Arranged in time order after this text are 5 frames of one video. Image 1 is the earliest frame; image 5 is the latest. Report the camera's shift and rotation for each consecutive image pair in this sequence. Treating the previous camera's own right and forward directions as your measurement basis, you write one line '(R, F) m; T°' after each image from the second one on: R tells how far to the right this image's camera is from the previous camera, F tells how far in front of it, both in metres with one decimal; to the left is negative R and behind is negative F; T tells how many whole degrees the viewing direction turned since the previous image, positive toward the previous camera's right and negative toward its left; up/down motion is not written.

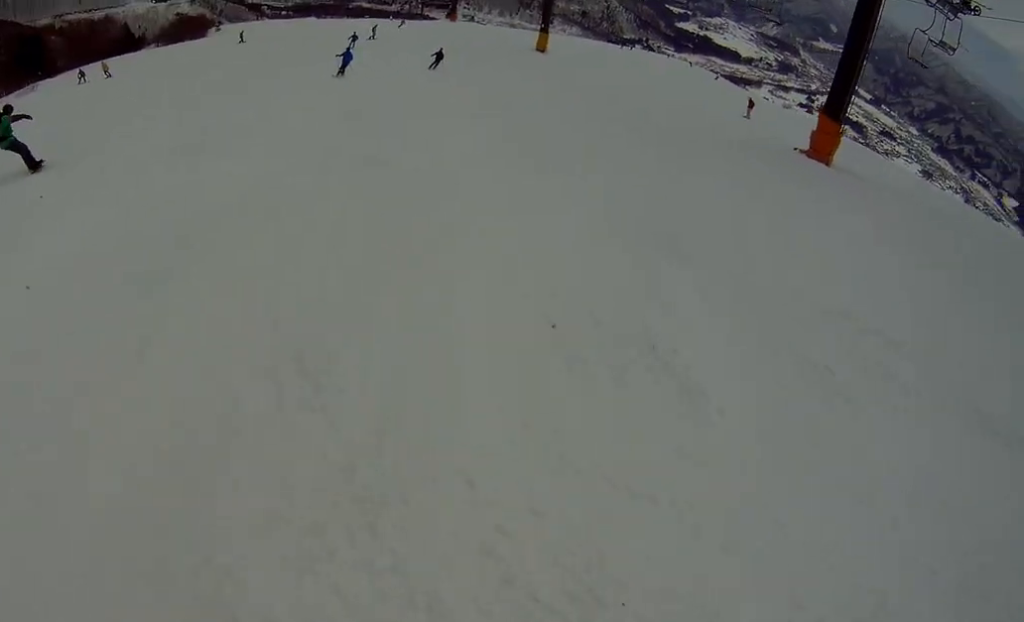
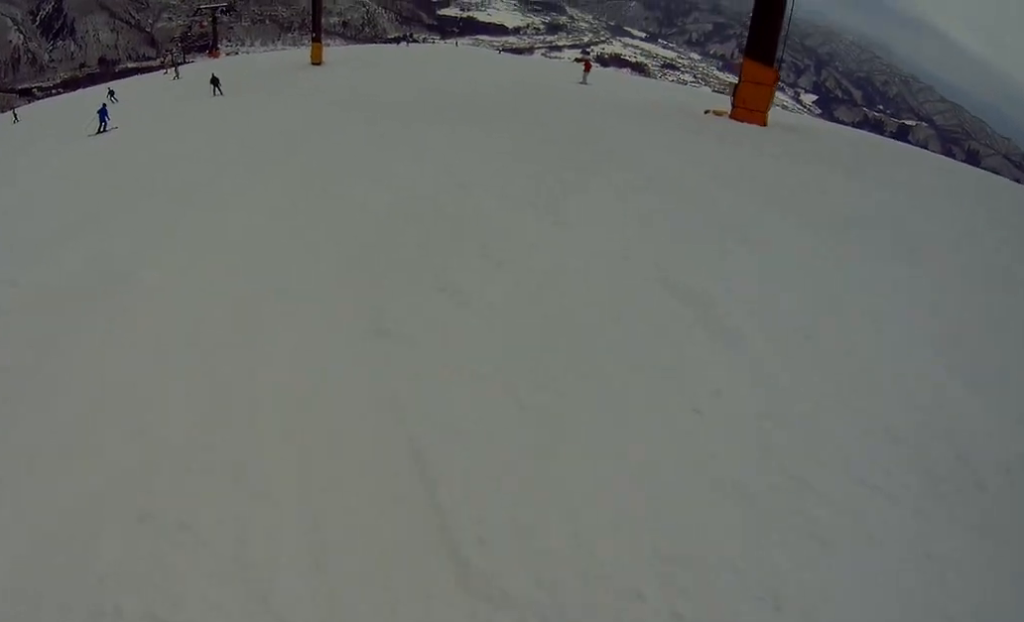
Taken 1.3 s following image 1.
(-0.3, +9.4) m; -9°
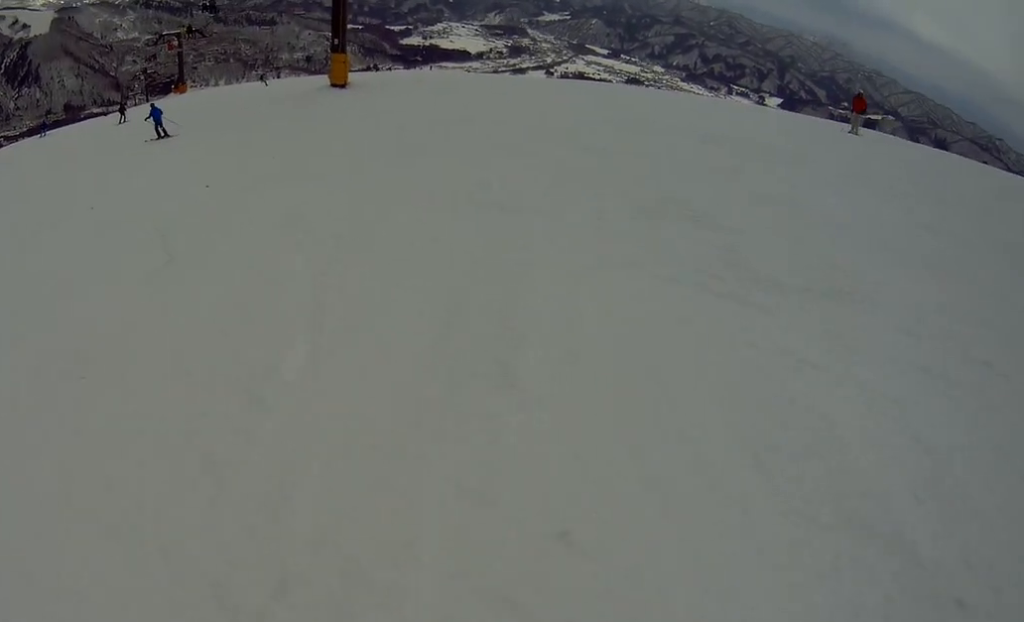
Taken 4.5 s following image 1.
(+1.0, +23.8) m; 0°
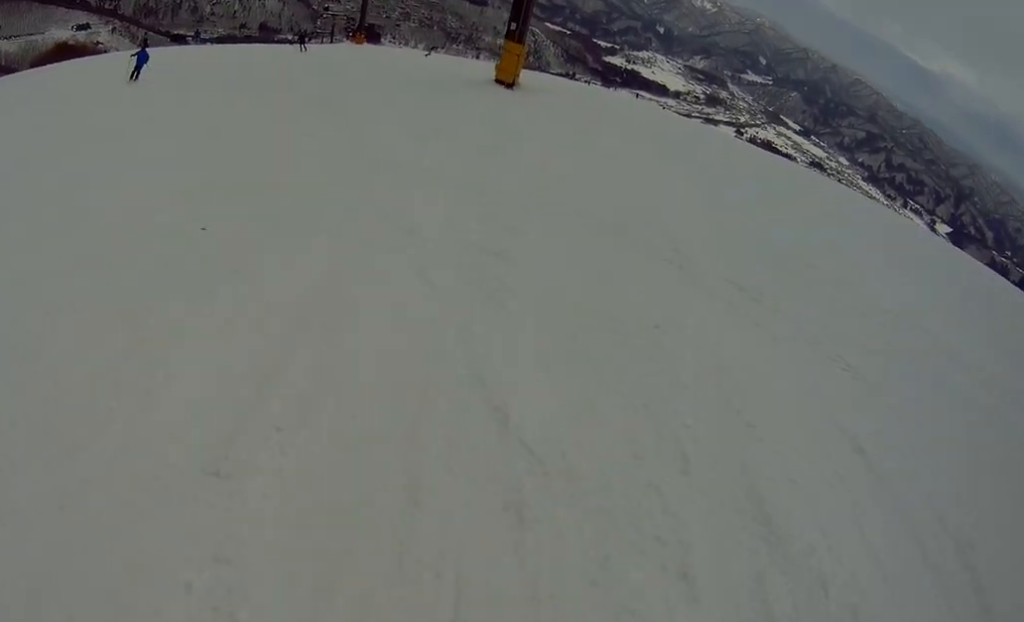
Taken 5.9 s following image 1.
(-1.9, +9.7) m; -12°
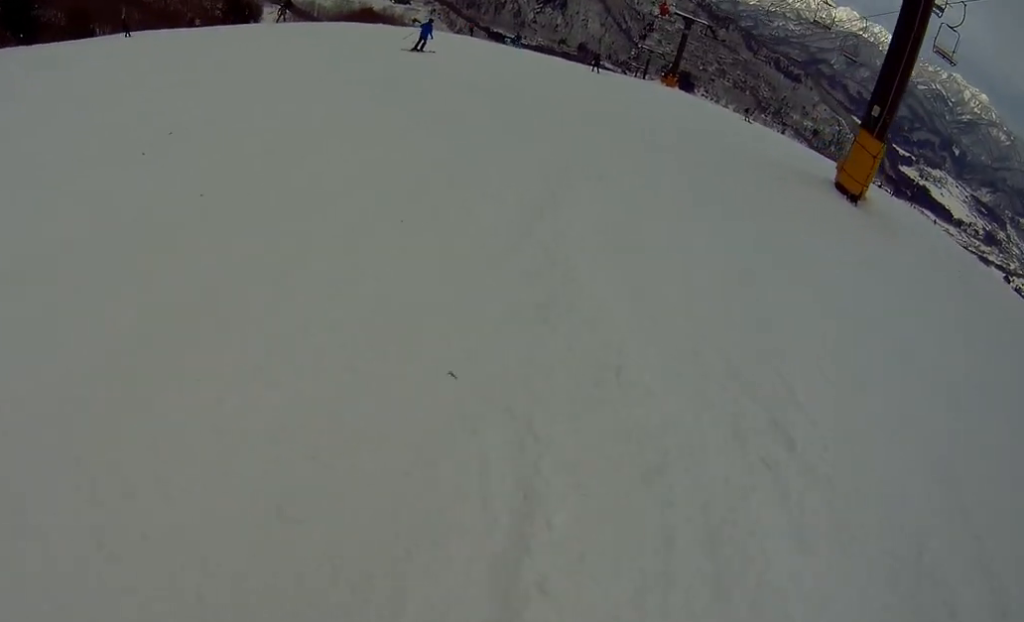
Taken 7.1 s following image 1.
(+1.2, +9.0) m; +14°
